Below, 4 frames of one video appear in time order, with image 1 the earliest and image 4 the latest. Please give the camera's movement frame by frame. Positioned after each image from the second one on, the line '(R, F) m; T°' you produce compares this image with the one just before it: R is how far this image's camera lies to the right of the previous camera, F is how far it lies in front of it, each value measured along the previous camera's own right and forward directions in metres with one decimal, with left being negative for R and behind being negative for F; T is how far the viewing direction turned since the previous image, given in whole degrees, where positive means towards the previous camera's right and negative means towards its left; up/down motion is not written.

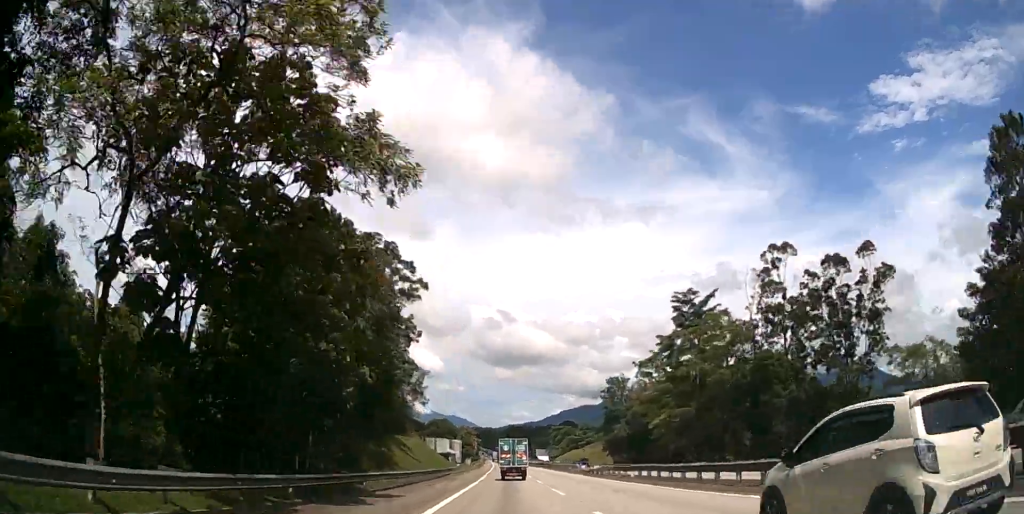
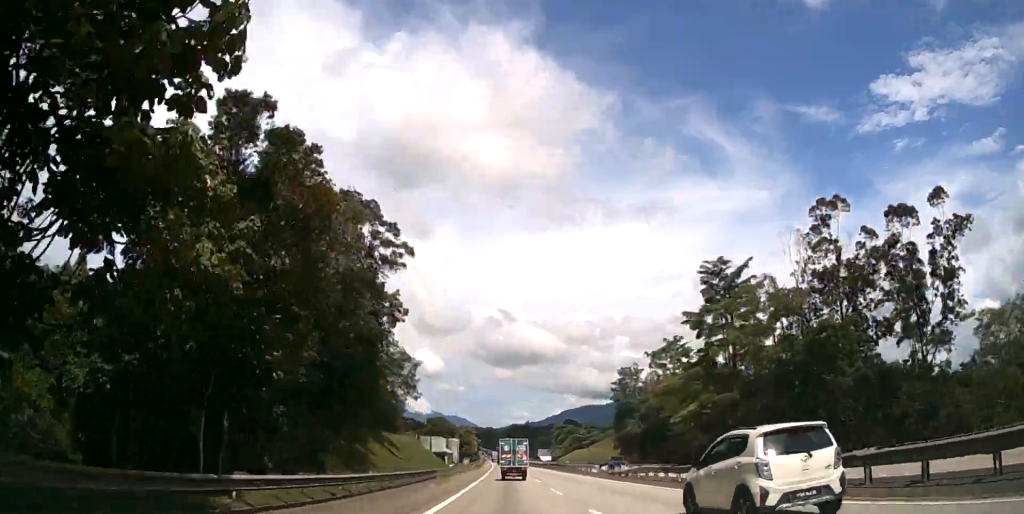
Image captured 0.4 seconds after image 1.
(-0.1, +11.4) m; 0°
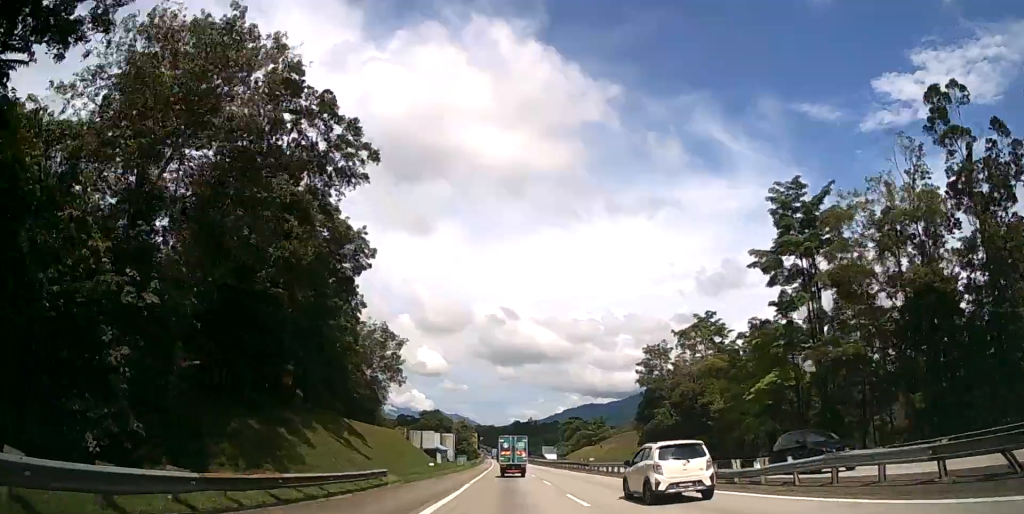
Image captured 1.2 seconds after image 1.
(-0.1, +18.7) m; 0°
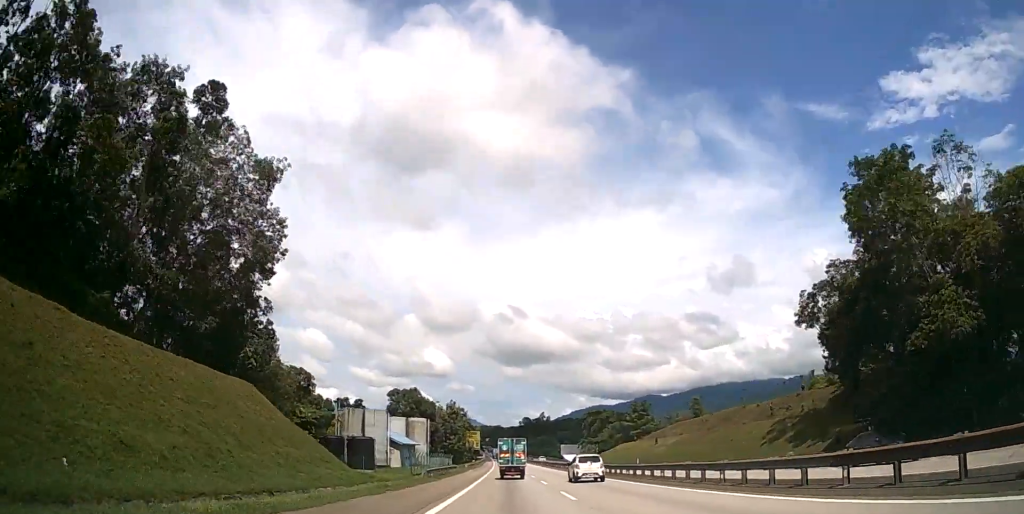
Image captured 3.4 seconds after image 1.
(-0.1, +56.9) m; 0°
